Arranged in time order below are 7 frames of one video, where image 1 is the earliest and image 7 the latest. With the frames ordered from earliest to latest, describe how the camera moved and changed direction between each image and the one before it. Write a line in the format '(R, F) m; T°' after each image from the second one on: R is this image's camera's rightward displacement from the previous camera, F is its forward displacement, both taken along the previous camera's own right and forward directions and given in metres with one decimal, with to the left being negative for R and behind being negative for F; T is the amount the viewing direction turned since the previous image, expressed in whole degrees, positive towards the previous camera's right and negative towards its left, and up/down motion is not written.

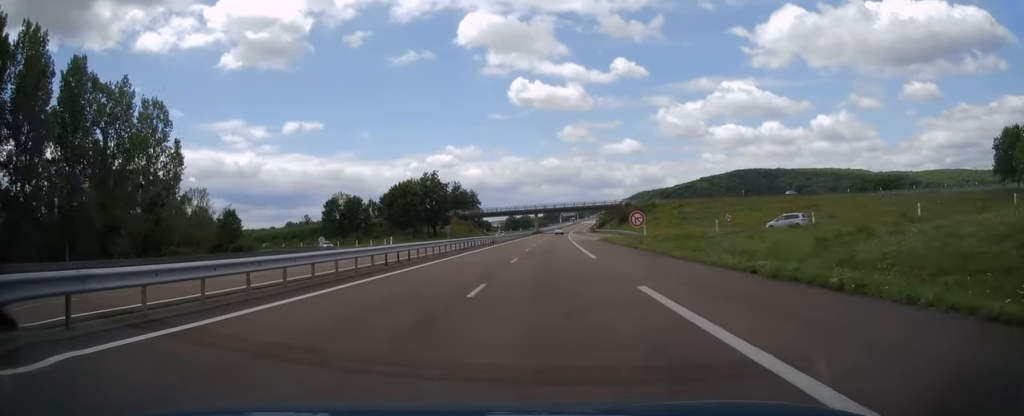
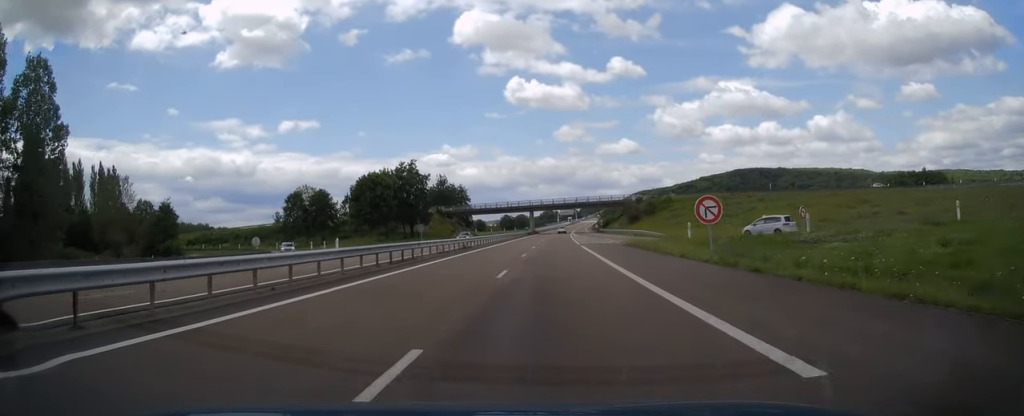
(-0.1, +22.0) m; 0°
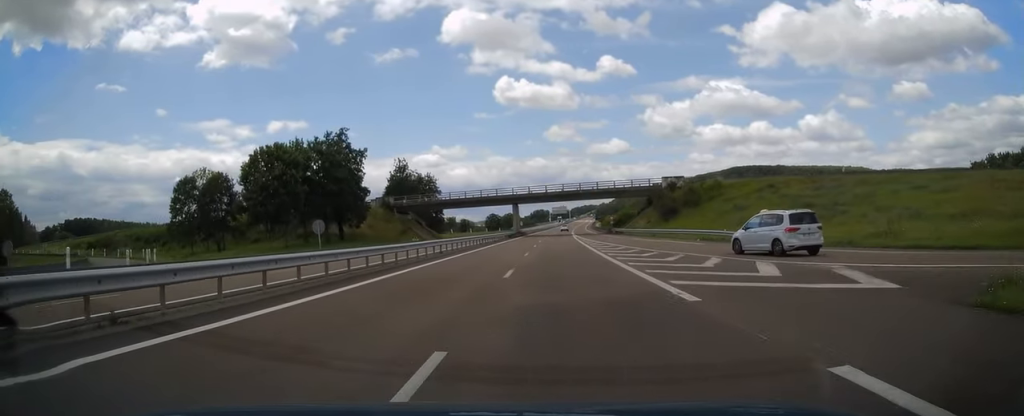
(+0.2, +40.0) m; +1°
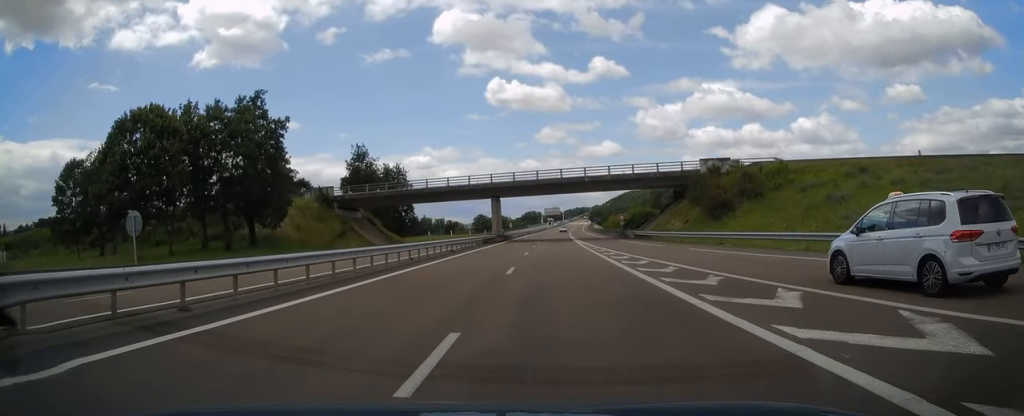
(0.0, +25.3) m; 0°
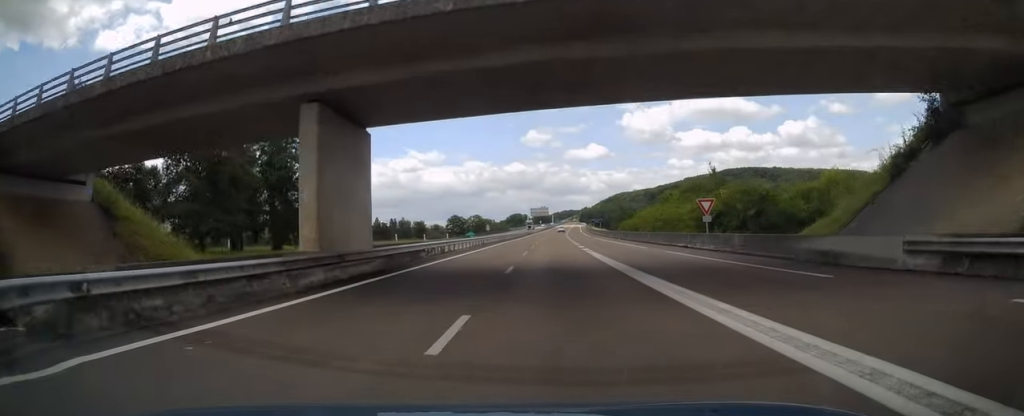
(+0.3, +51.7) m; +1°
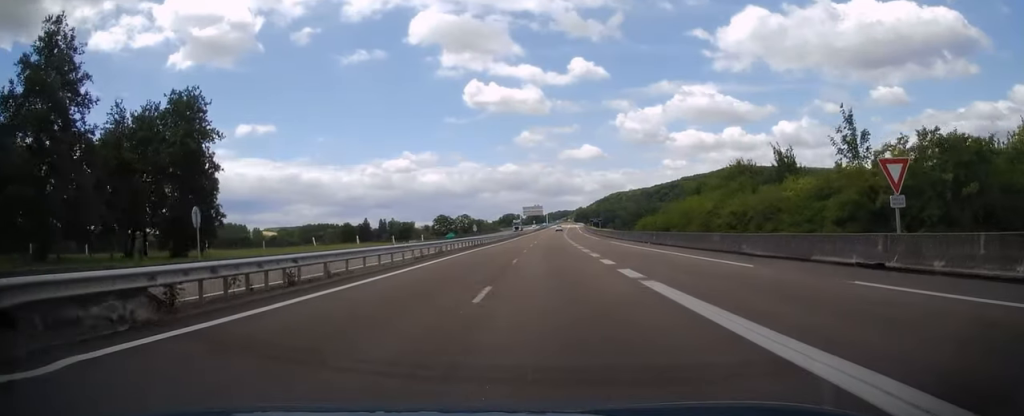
(+0.1, +21.9) m; +1°
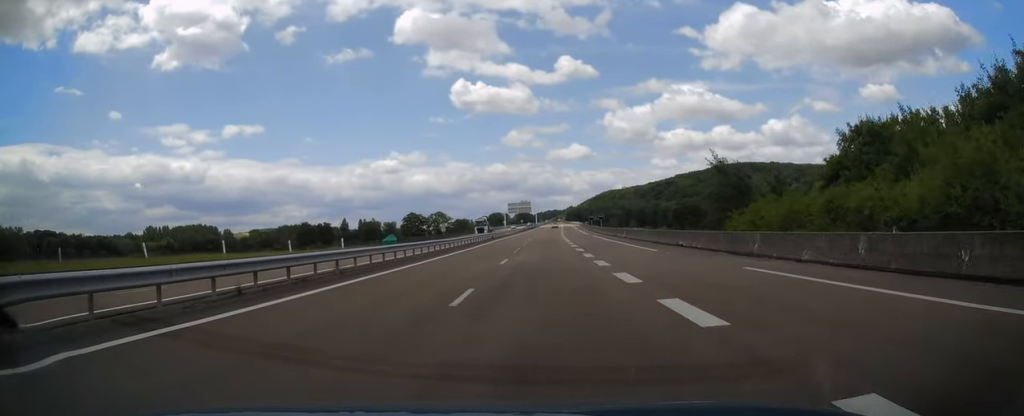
(+0.5, +40.9) m; +1°
